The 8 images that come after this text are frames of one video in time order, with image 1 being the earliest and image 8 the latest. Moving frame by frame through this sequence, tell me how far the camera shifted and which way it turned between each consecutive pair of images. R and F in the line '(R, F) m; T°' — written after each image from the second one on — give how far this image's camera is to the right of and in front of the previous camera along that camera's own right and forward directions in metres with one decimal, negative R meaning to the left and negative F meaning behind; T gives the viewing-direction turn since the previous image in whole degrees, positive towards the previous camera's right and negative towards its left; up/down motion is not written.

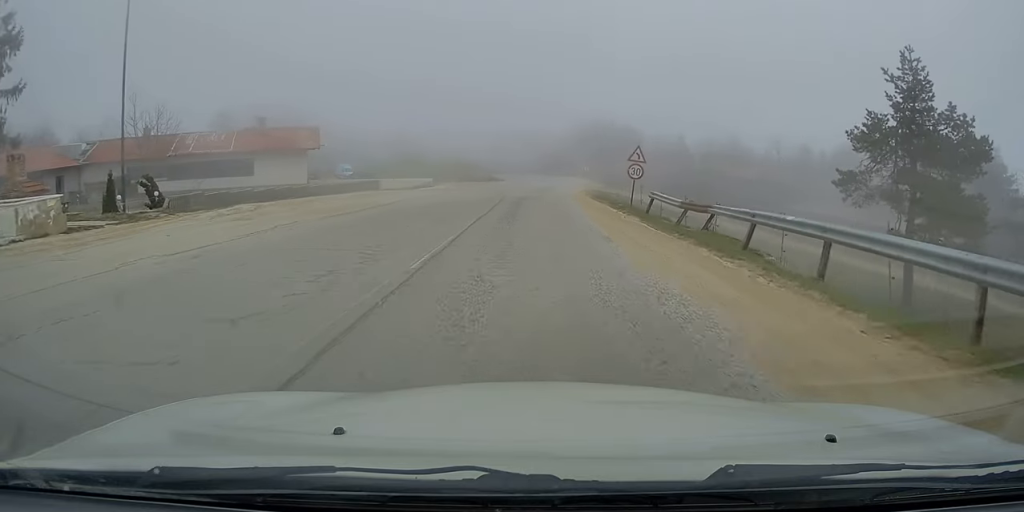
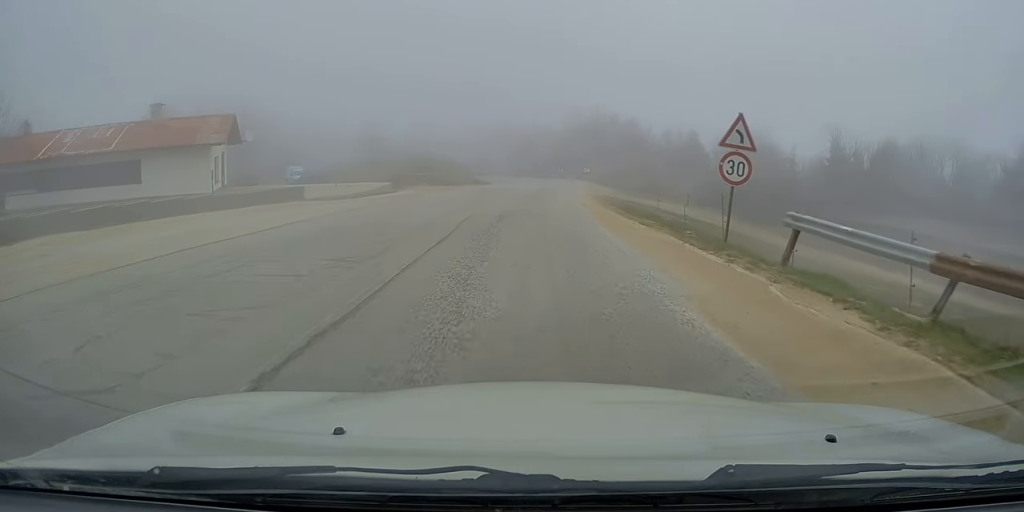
(+0.5, +14.3) m; +3°
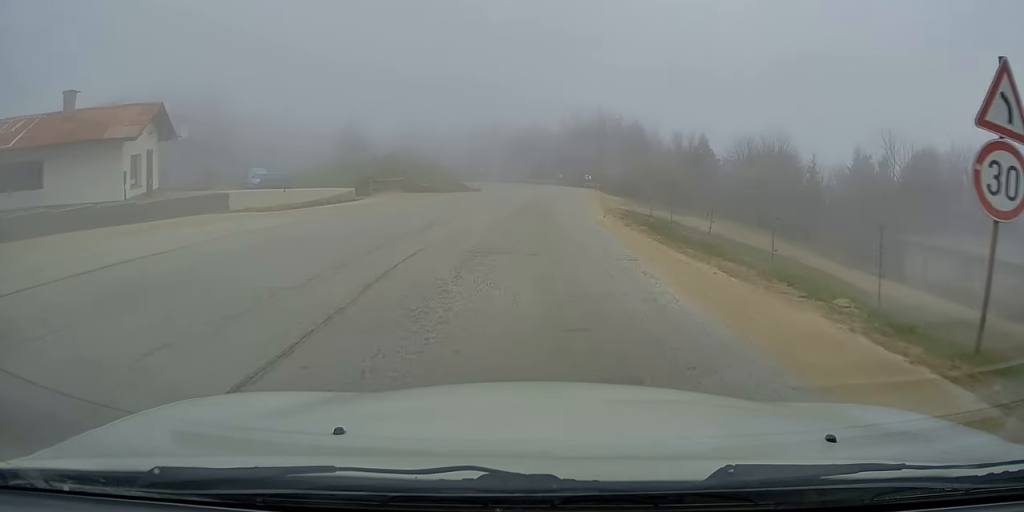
(+0.2, +8.2) m; +1°
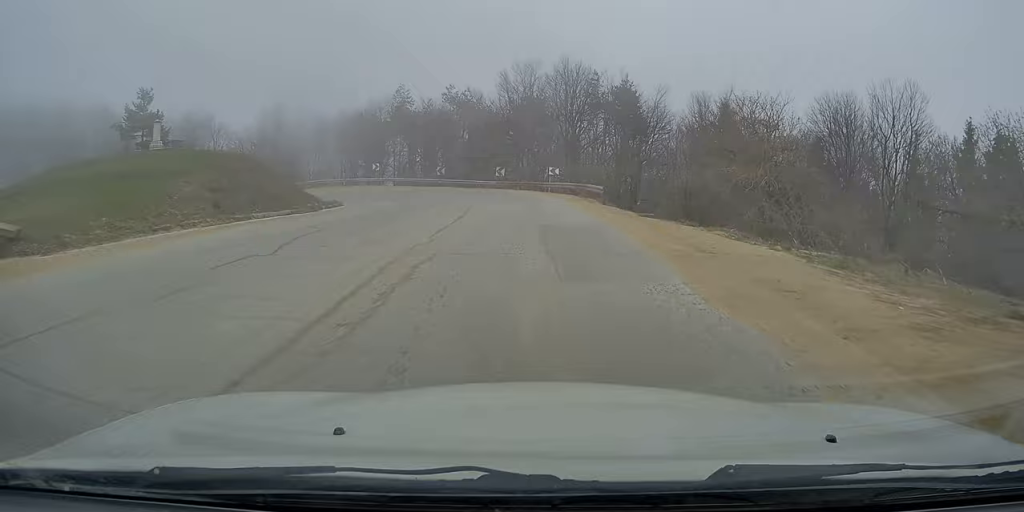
(+1.2, +34.5) m; +5°
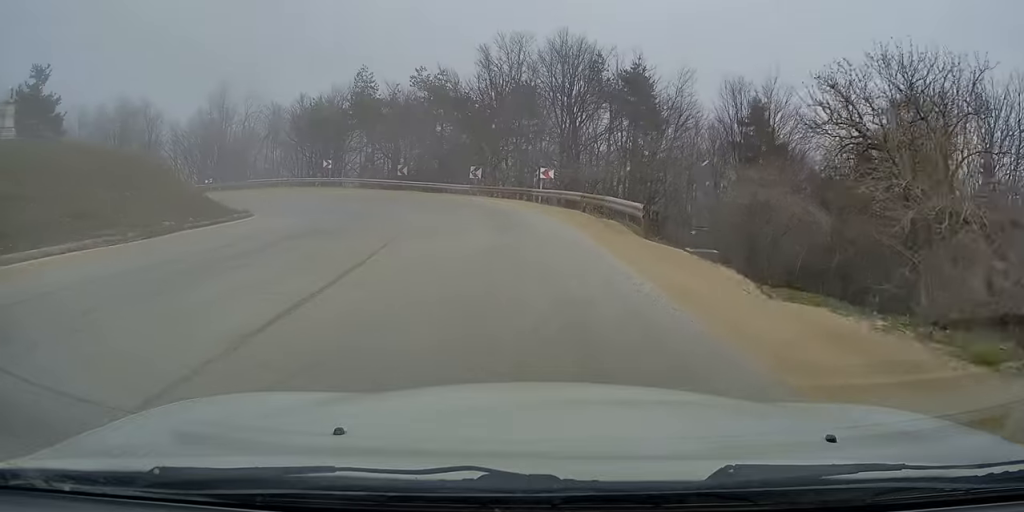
(+0.2, +10.7) m; 0°
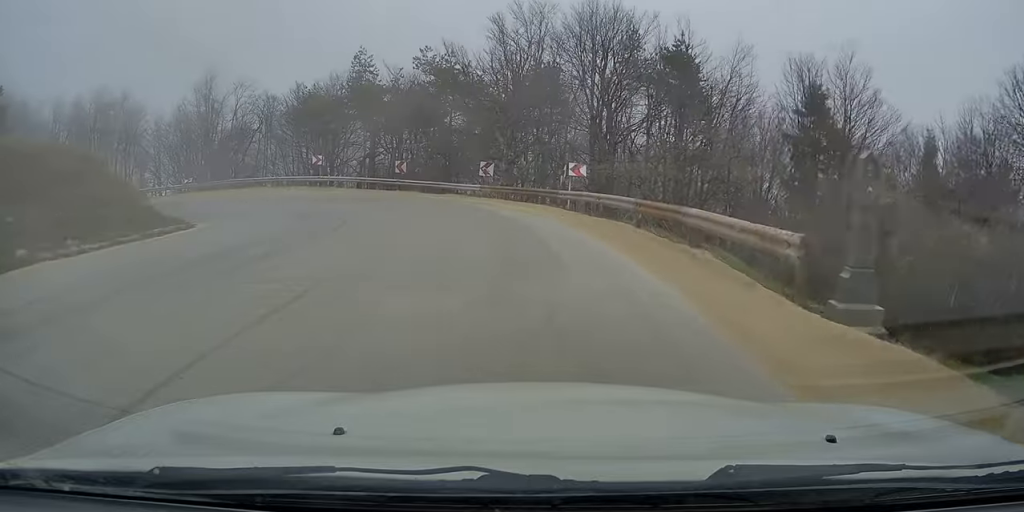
(0.0, +6.7) m; -3°
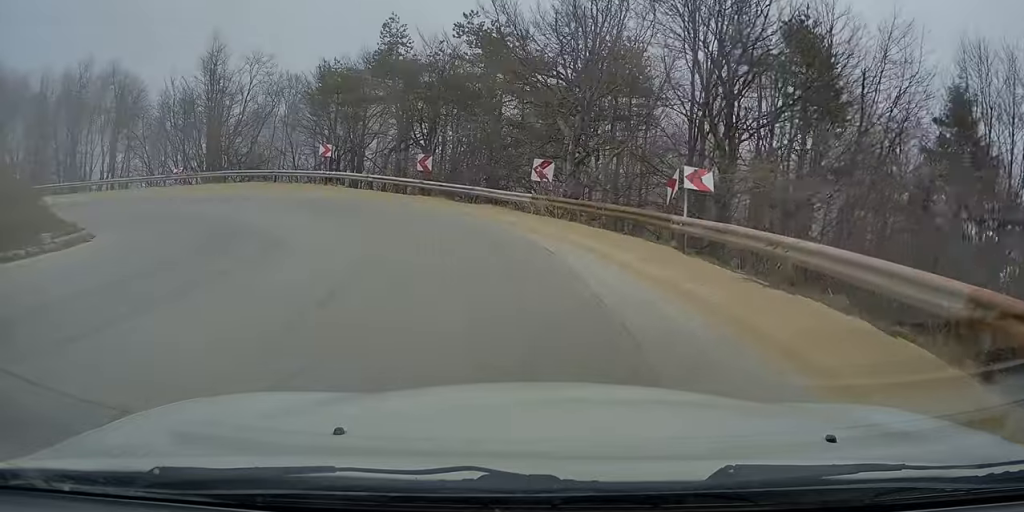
(-0.6, +9.1) m; -9°
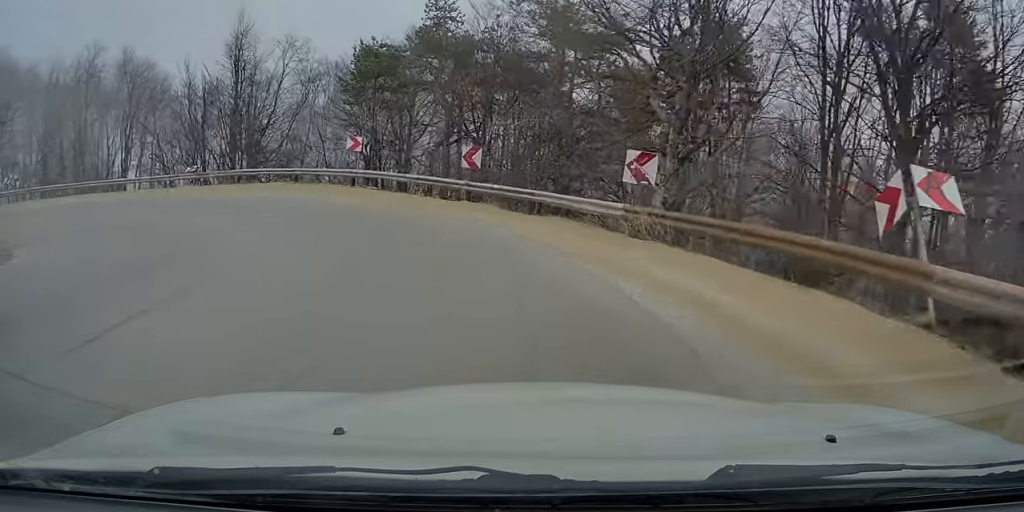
(-0.3, +5.9) m; -10°
